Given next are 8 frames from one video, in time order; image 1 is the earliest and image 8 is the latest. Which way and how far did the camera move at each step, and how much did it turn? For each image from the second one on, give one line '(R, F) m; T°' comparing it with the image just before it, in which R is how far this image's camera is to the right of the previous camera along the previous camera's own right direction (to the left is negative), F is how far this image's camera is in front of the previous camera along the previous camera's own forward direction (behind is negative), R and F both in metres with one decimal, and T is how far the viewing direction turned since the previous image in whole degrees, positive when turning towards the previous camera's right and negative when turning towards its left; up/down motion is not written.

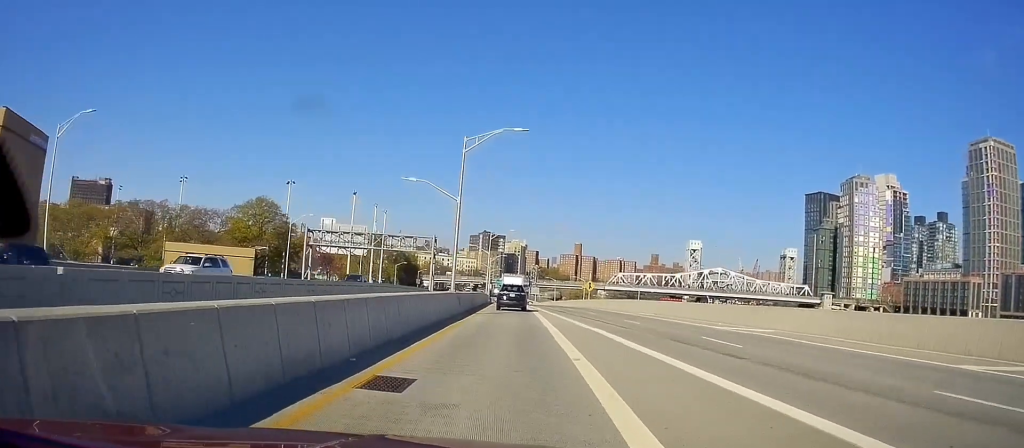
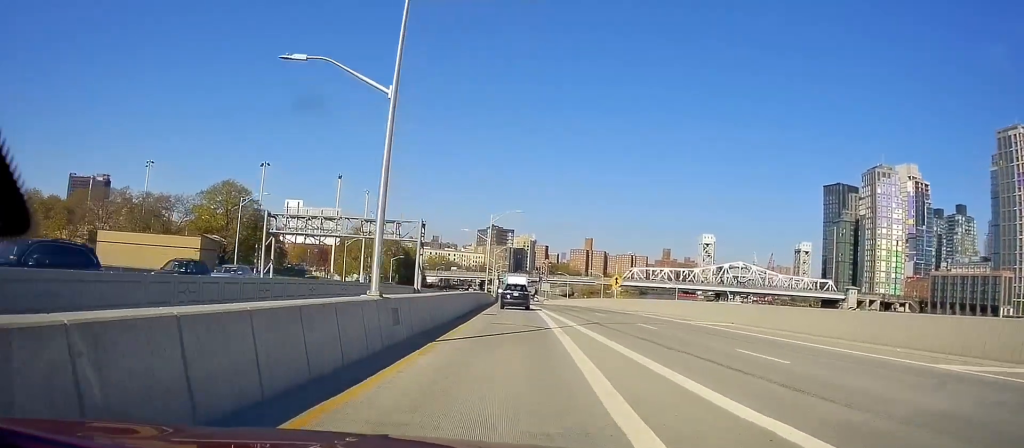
(-0.6, +16.0) m; -2°
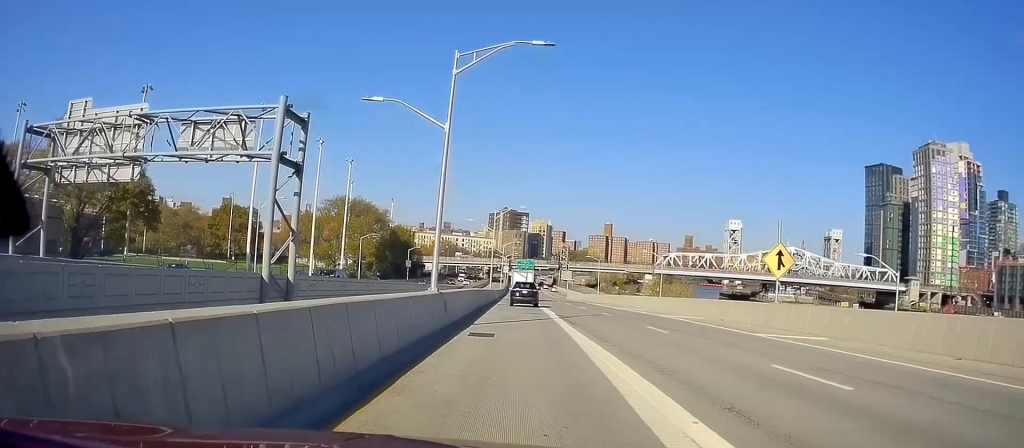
(+0.2, +39.2) m; -1°
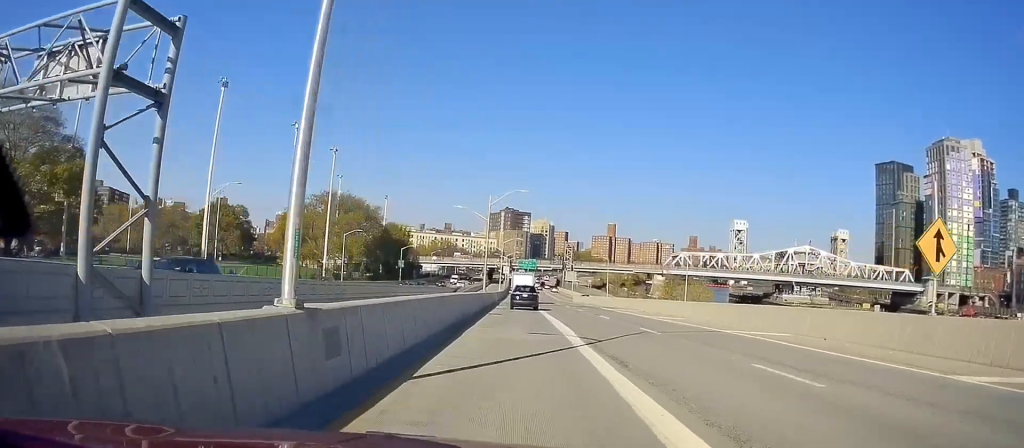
(-0.4, +11.5) m; -1°
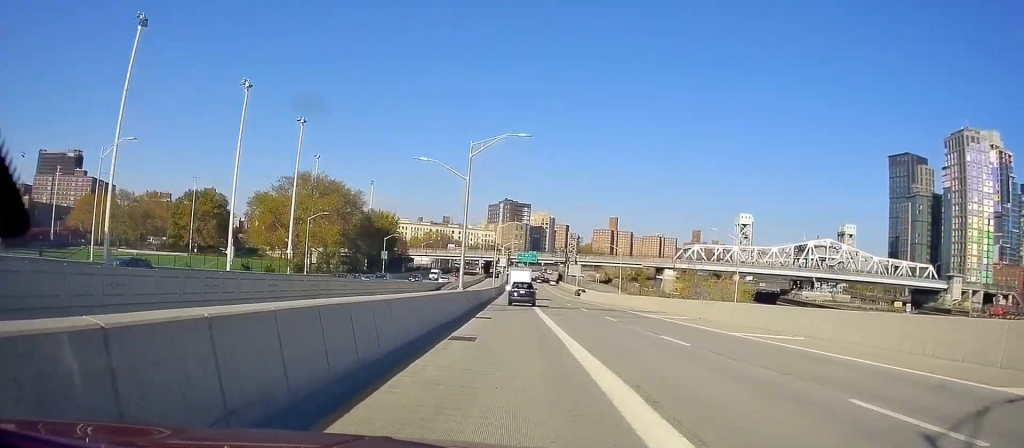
(-0.1, +16.7) m; 0°
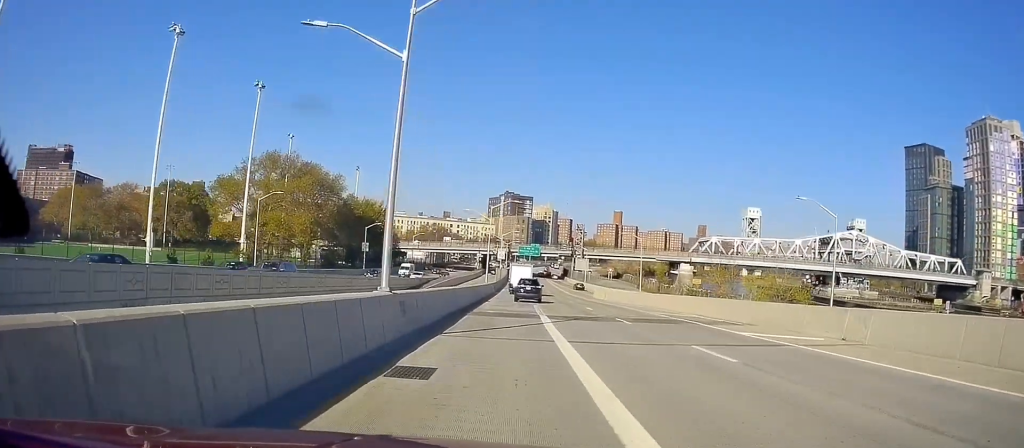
(+0.1, +16.9) m; 0°
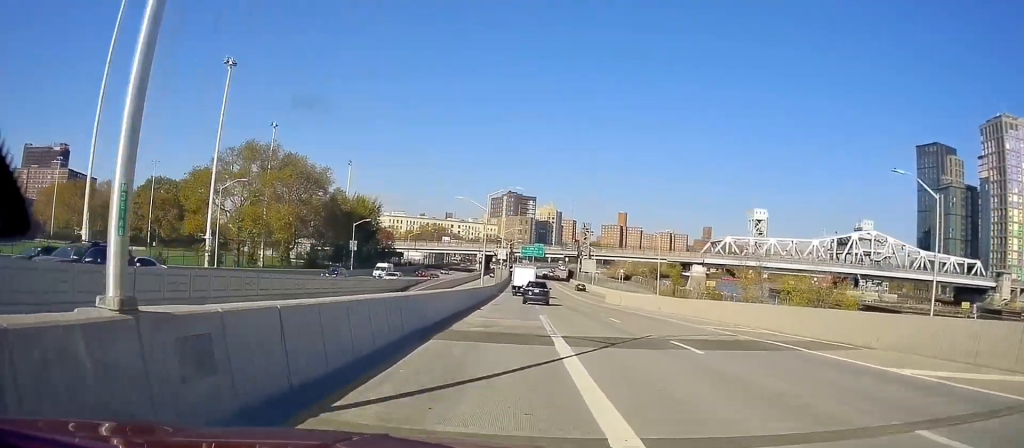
(-0.2, +9.8) m; 0°
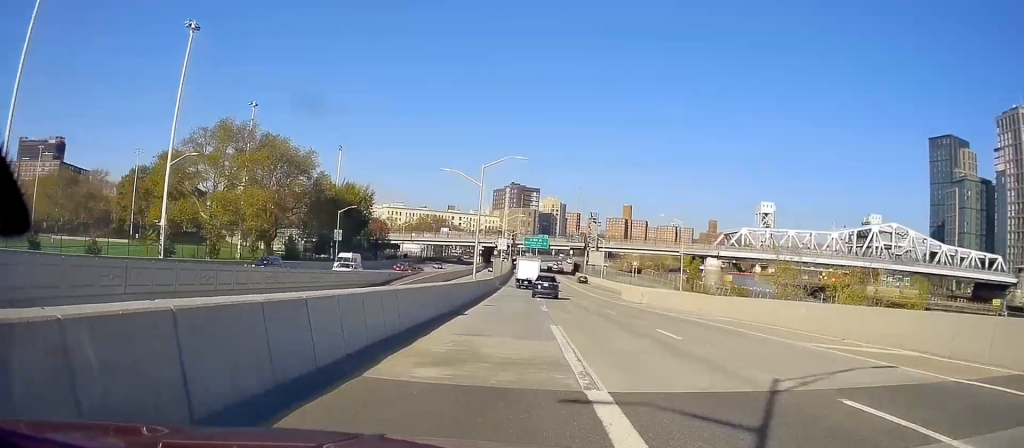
(0.0, +10.0) m; +1°
